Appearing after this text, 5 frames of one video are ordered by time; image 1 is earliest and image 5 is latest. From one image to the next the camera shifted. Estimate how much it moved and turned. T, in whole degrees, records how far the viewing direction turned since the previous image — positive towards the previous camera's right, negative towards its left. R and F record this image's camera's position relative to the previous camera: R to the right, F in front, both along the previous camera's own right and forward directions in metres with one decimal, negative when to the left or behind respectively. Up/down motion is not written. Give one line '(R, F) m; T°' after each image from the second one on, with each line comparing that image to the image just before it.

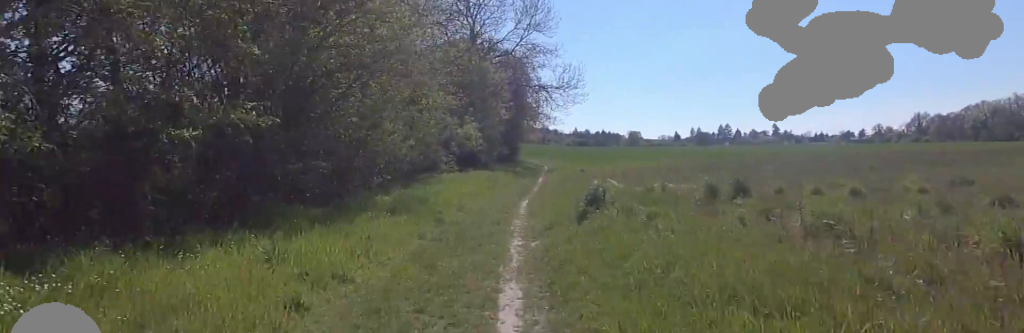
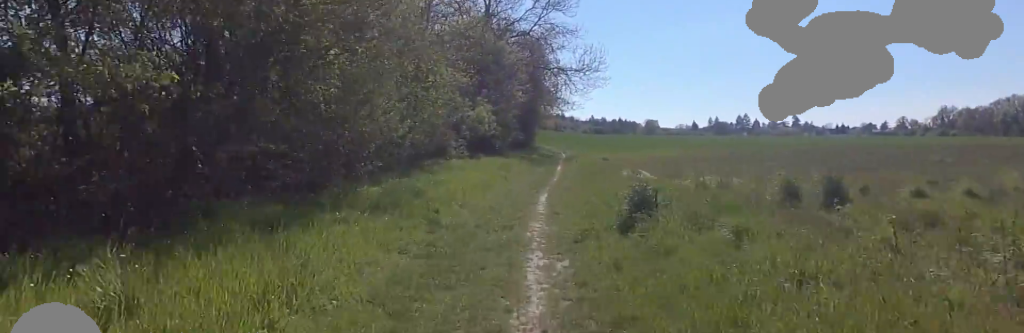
(+0.8, +2.0) m; +4°
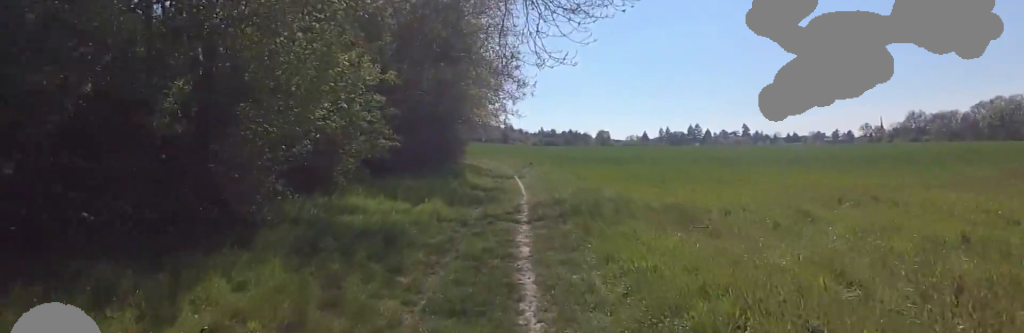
(-0.3, +25.6) m; +4°
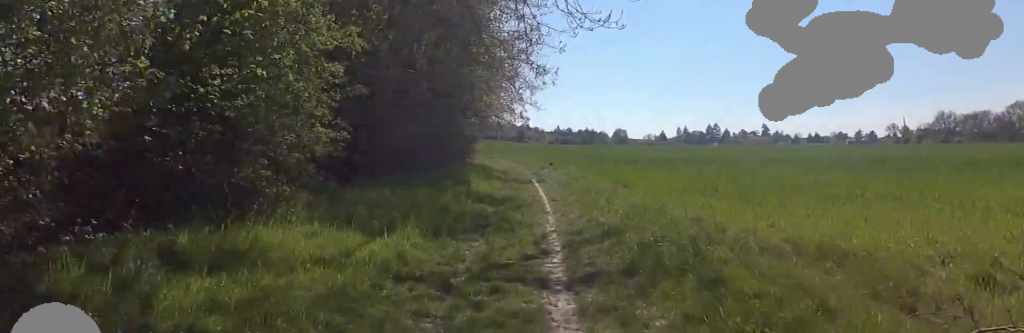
(0.0, +4.7) m; 0°
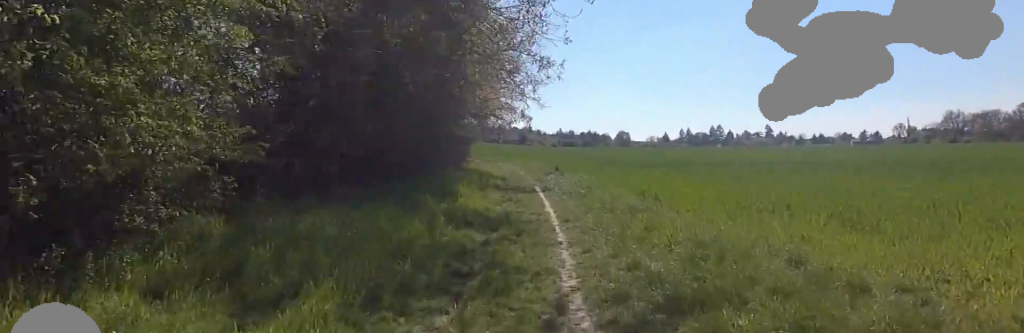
(0.0, +3.3) m; 0°
